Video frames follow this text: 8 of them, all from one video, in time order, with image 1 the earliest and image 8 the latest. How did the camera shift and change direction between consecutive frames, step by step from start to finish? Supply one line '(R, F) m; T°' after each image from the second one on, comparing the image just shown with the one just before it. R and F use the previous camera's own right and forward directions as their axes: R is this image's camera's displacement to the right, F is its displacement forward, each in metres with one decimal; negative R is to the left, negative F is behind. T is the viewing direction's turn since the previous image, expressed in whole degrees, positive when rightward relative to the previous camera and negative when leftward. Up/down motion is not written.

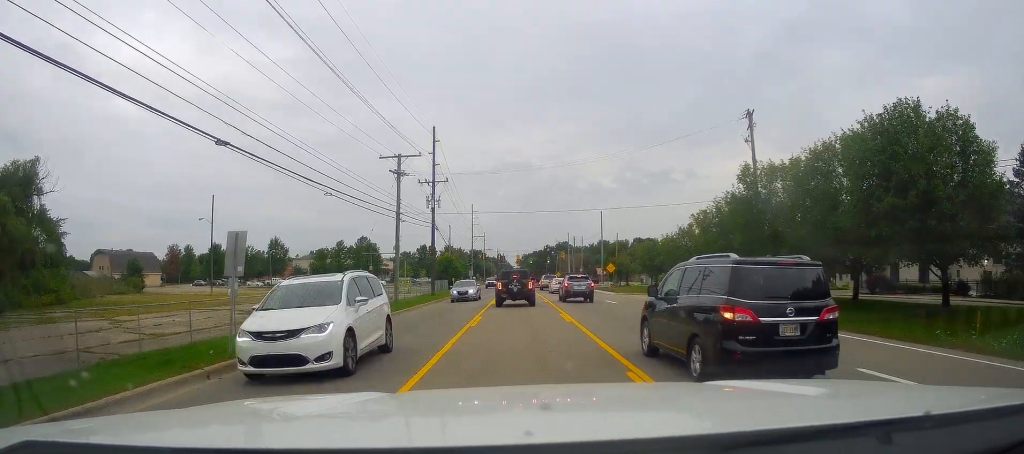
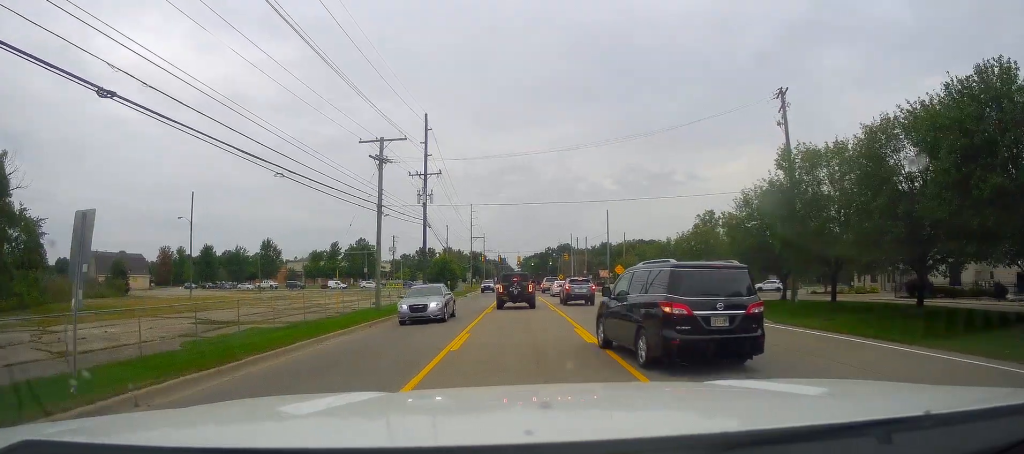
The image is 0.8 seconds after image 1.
(-0.2, +6.7) m; -1°
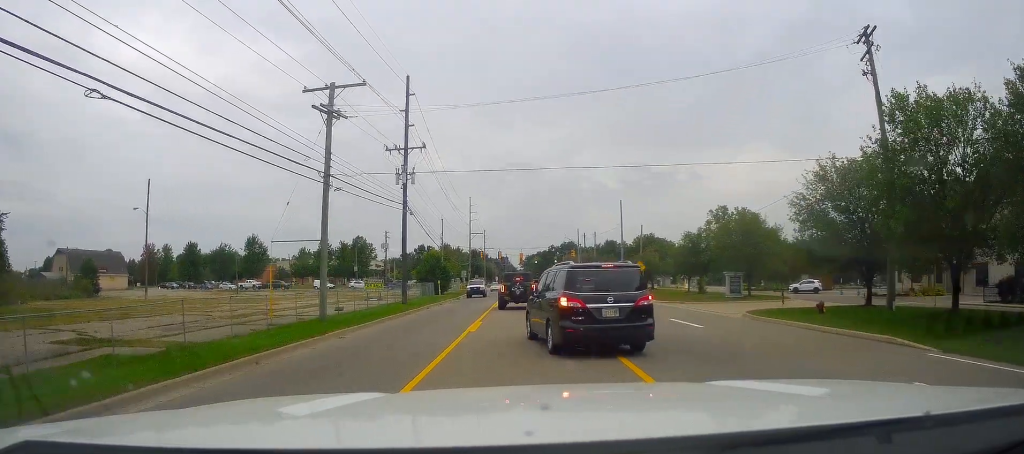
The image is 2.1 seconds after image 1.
(+0.1, +10.3) m; +2°
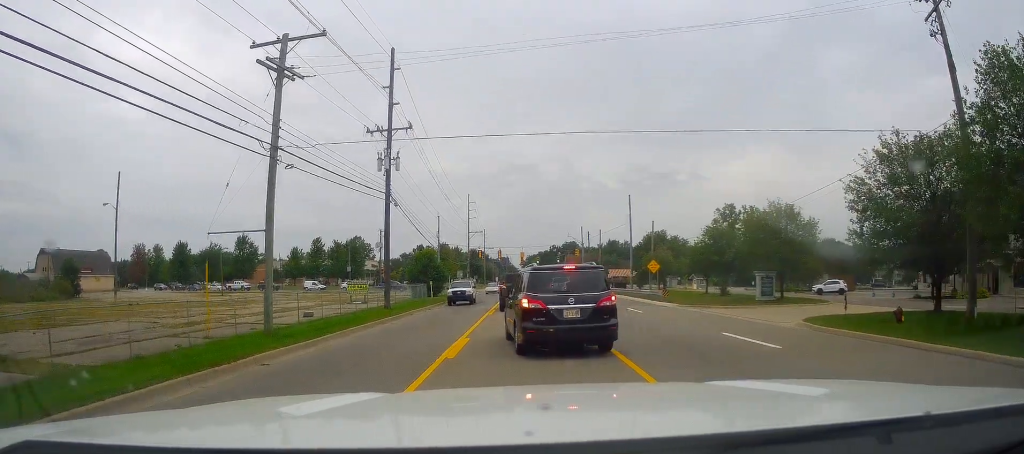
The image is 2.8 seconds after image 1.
(0.0, +5.8) m; 0°
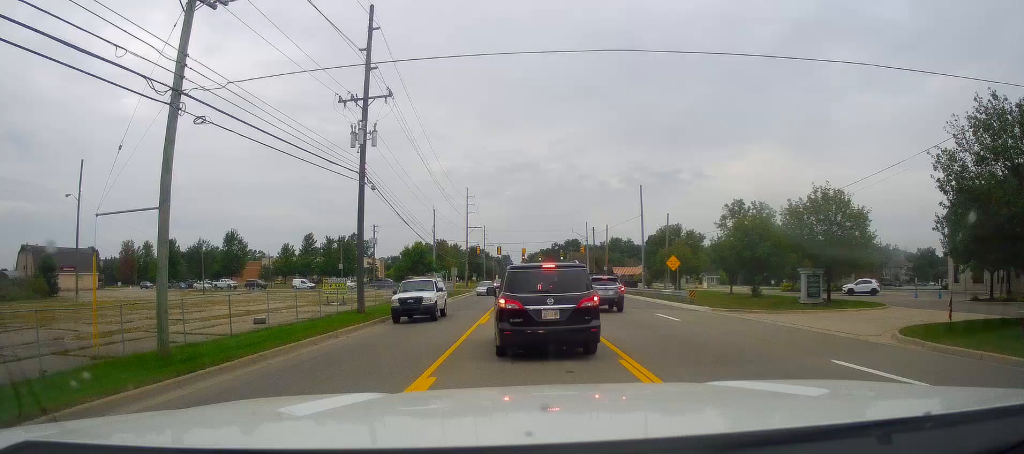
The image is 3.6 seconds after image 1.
(0.0, +6.8) m; 0°
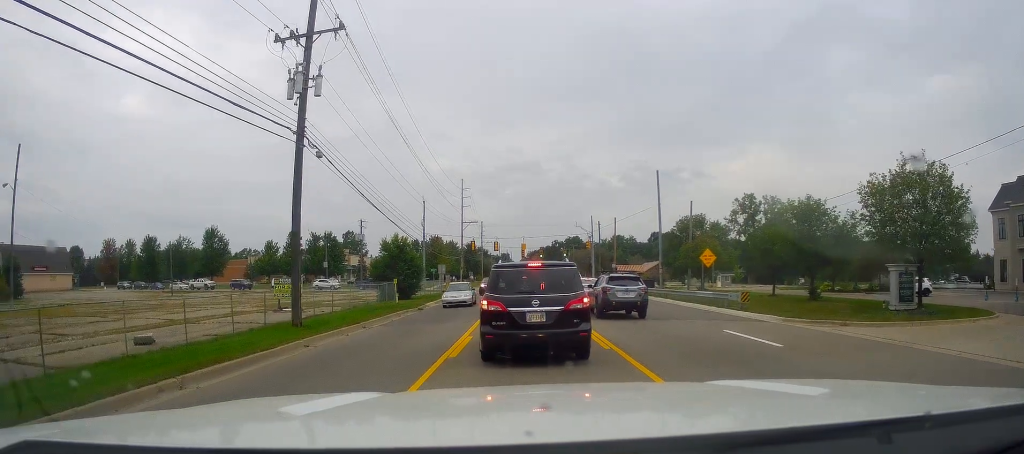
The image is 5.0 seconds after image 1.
(0.0, +11.0) m; 0°
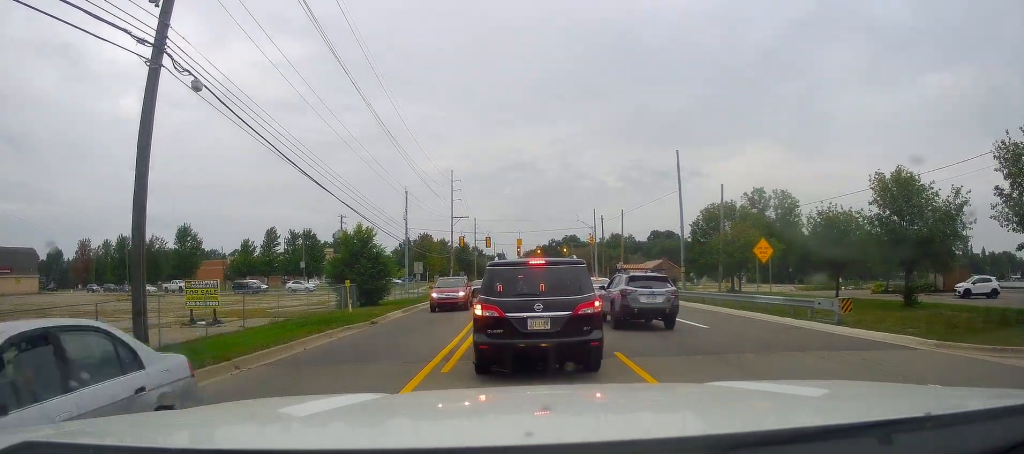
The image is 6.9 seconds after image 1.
(0.0, +12.9) m; 0°
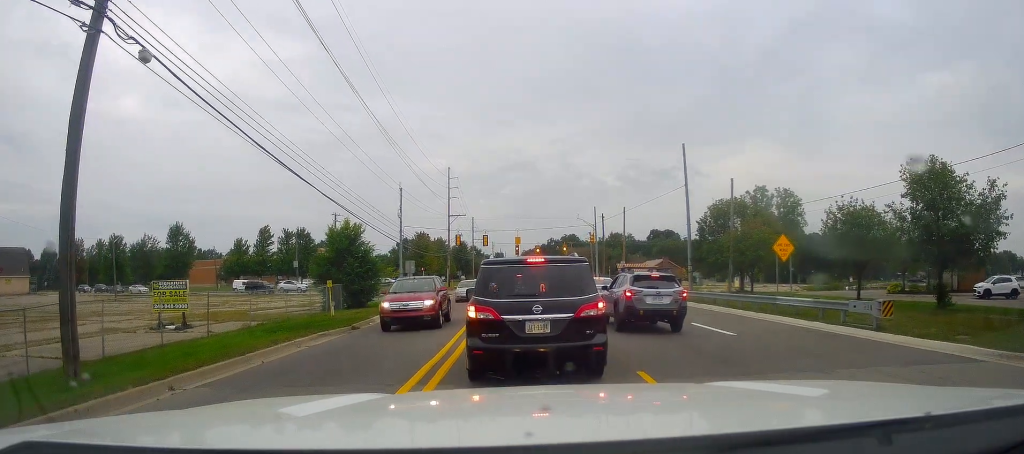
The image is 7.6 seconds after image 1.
(0.0, +3.7) m; 0°
